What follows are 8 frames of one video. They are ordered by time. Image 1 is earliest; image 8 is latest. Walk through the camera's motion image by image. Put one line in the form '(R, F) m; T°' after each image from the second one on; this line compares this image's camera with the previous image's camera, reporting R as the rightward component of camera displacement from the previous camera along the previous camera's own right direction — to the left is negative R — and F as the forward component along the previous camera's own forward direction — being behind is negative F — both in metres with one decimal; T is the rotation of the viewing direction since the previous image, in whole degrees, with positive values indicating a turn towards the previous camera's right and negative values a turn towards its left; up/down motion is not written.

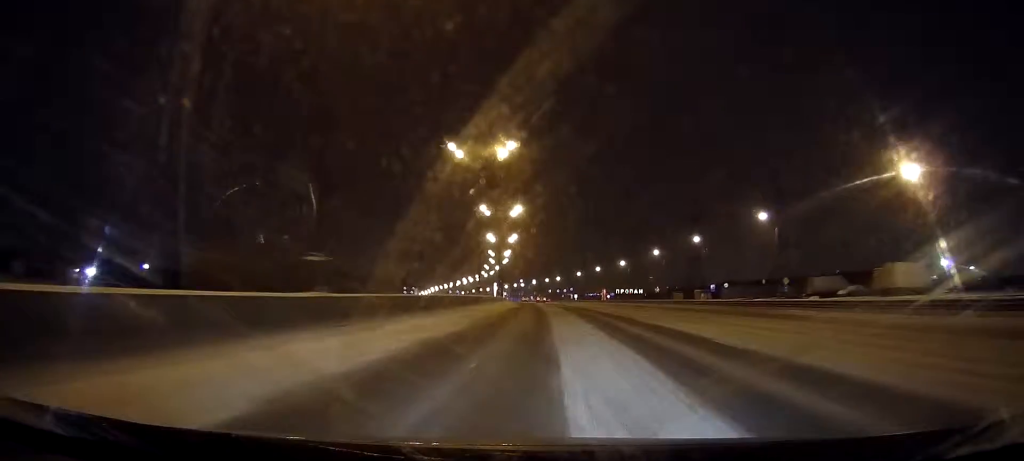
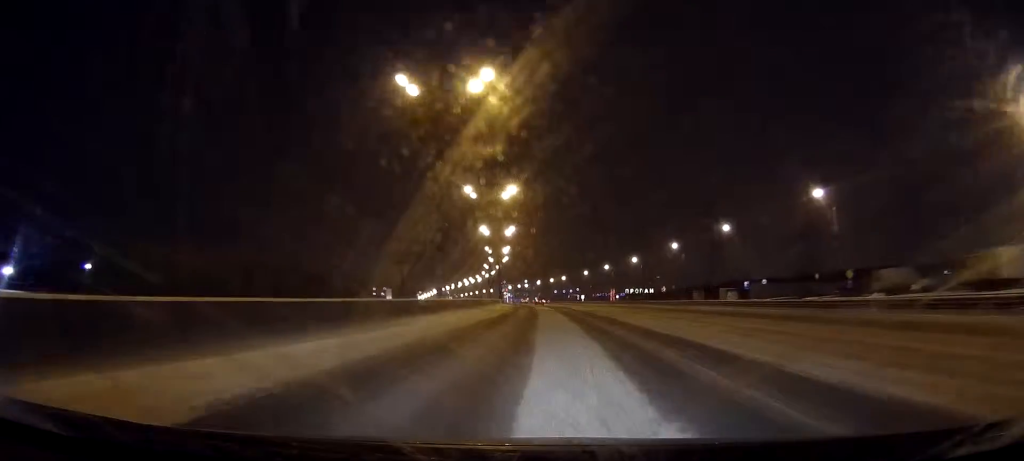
(-0.1, +18.5) m; 0°
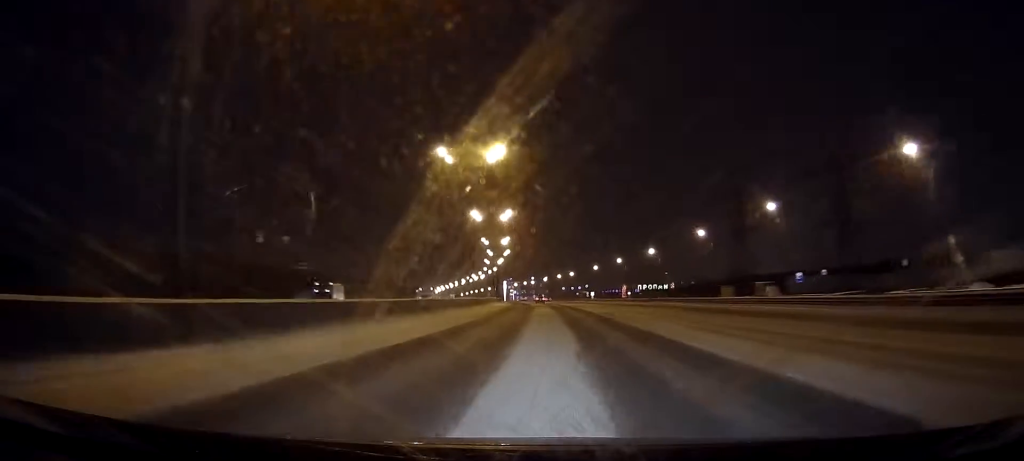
(-0.1, +19.7) m; 0°
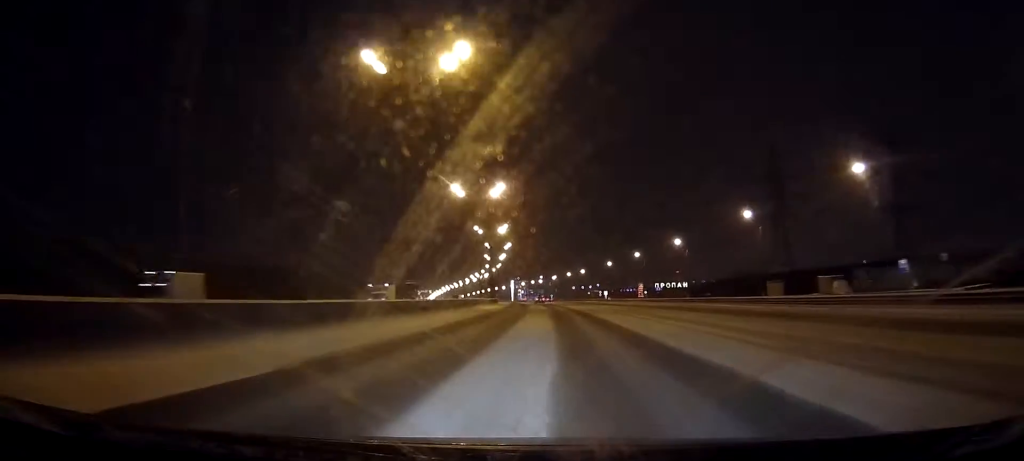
(-0.1, +23.9) m; 0°
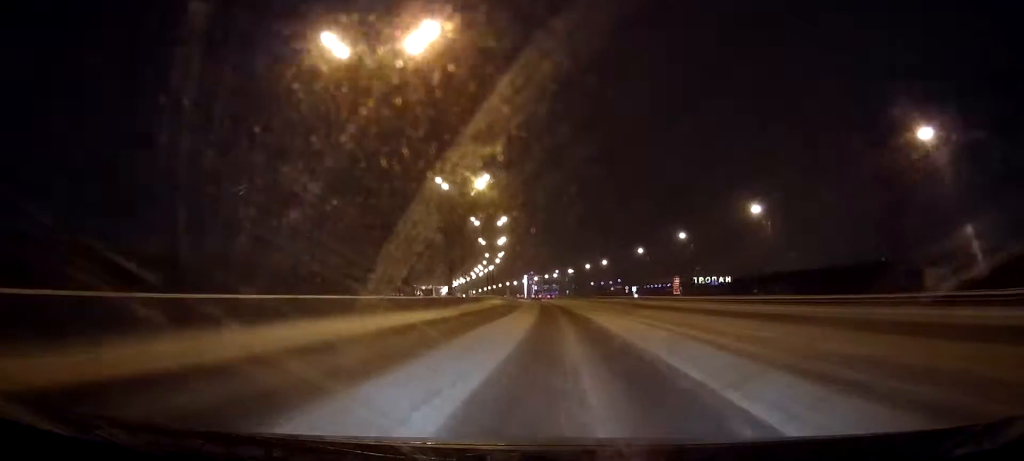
(-0.4, +44.9) m; -1°
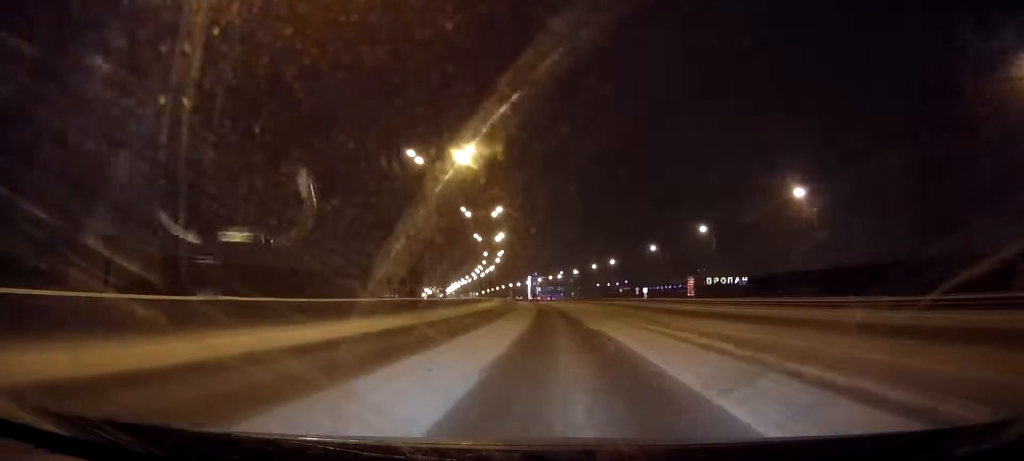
(-0.1, +14.6) m; -1°
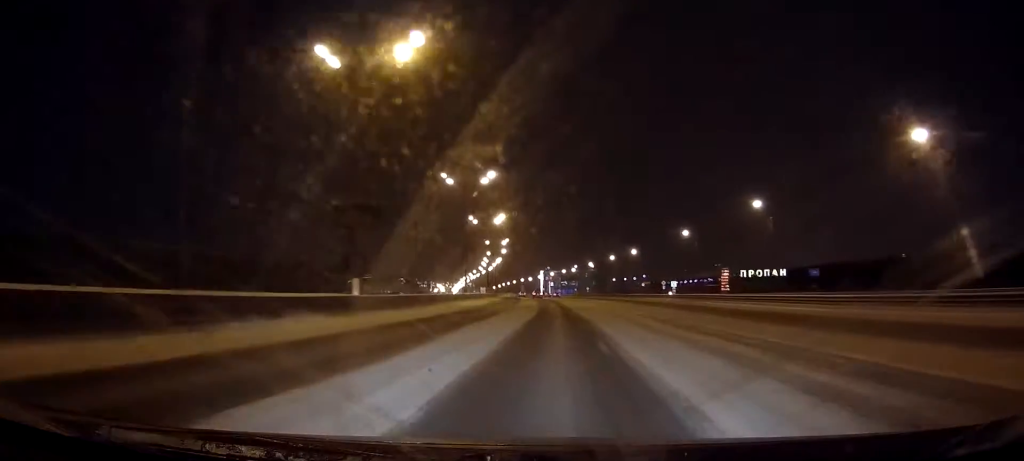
(-0.1, +24.0) m; -1°
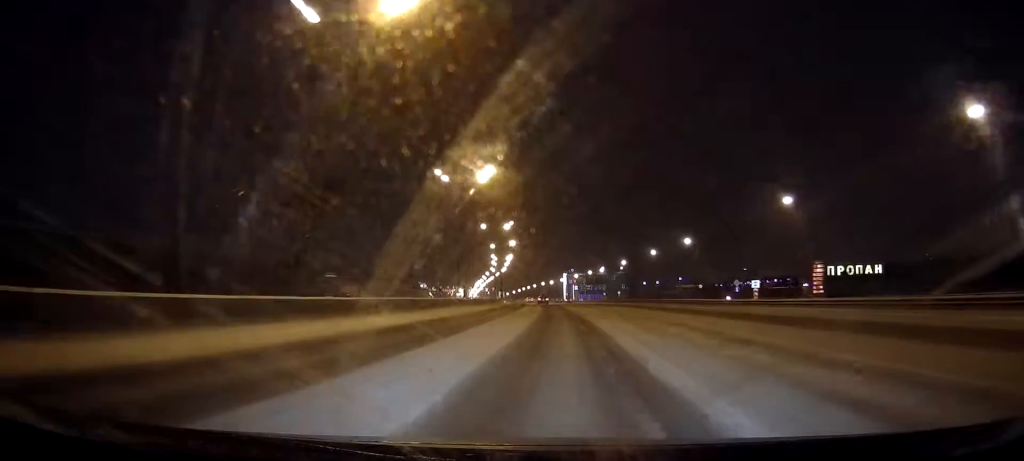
(-0.9, +44.7) m; -2°
